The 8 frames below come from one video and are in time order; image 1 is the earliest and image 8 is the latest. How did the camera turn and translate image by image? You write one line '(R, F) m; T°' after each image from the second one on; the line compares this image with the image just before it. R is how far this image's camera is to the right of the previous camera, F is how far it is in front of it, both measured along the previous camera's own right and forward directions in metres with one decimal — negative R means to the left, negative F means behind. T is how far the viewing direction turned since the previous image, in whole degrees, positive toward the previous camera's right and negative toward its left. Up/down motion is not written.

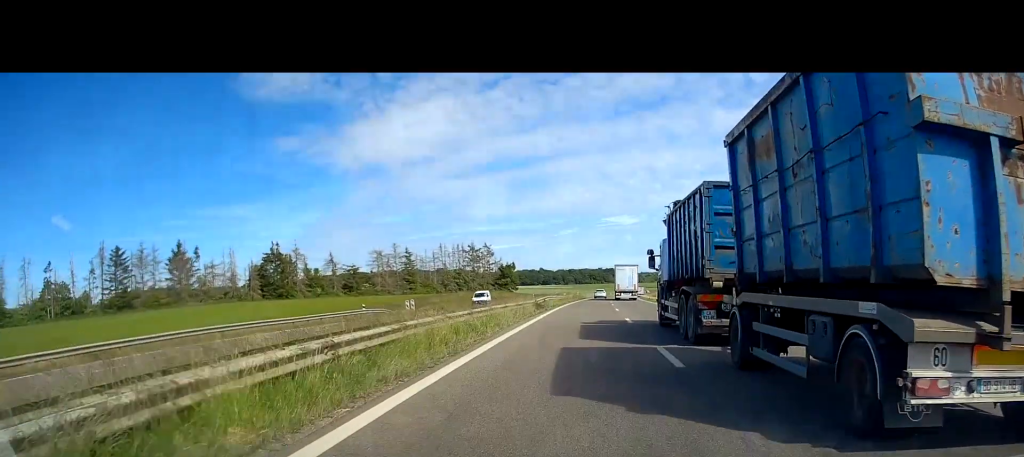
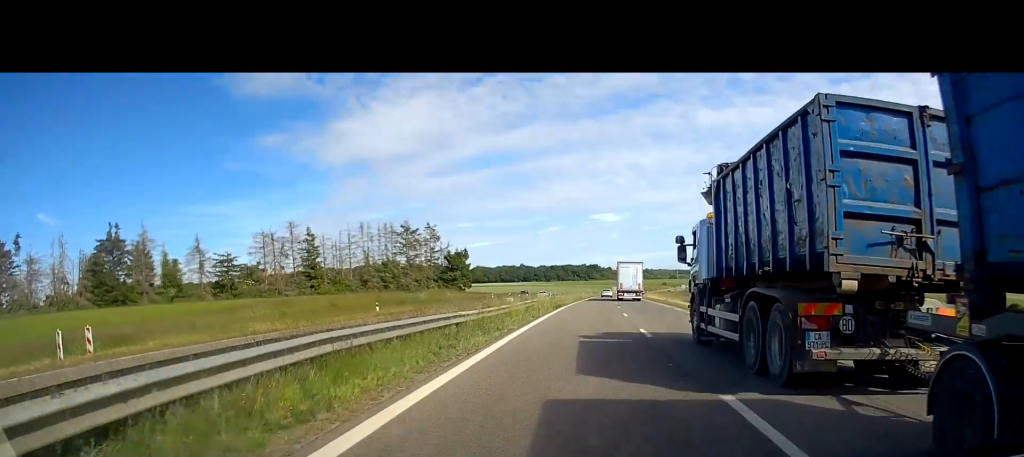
(+0.5, +45.0) m; +2°
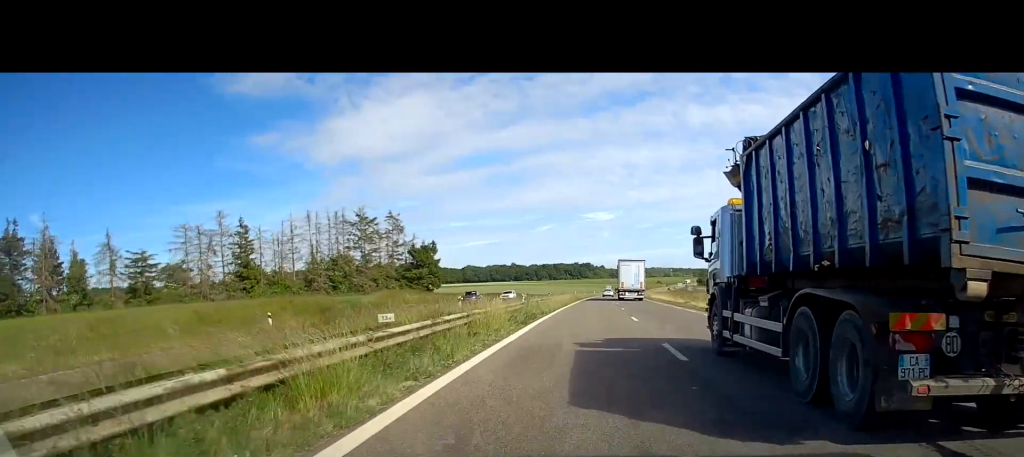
(+0.1, +18.5) m; +1°
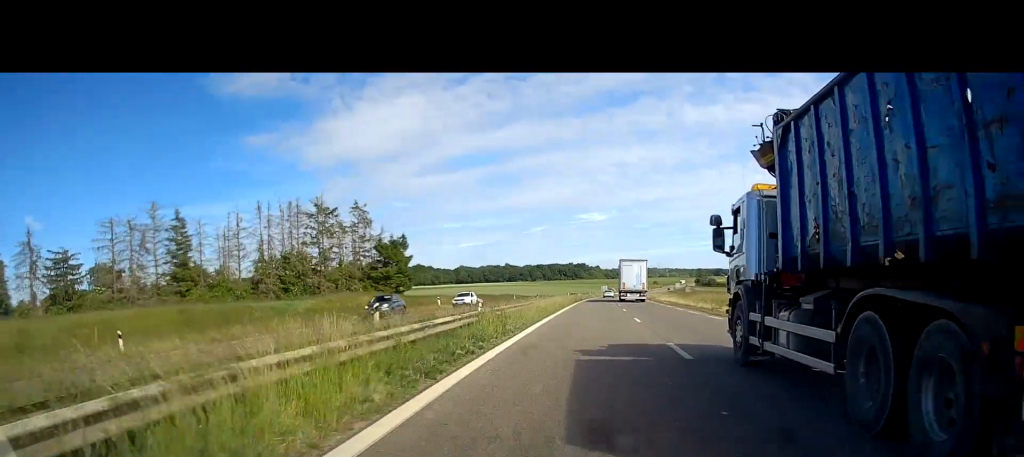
(+0.2, +13.1) m; 0°
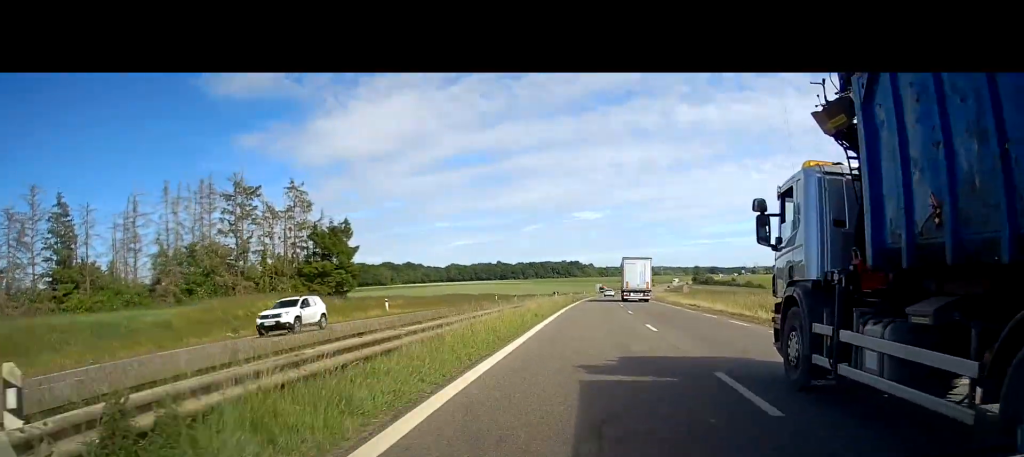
(+0.1, +17.7) m; +1°
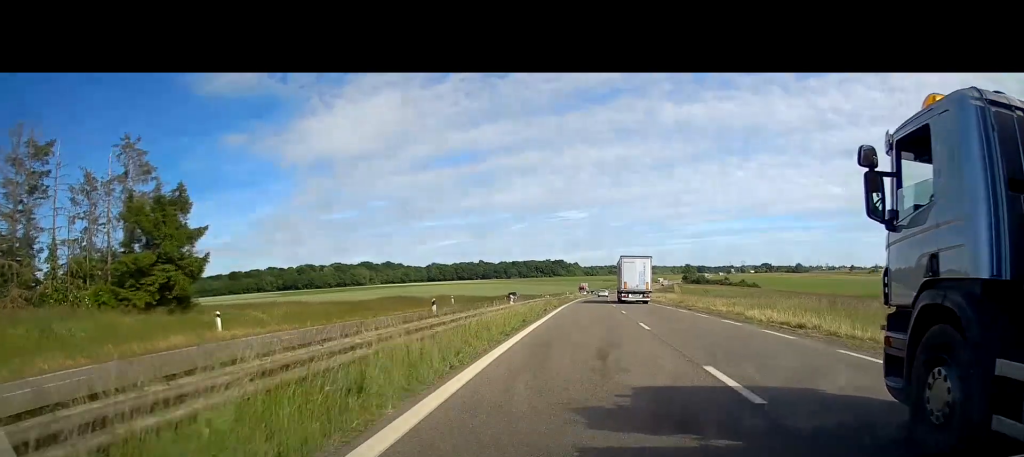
(+0.1, +25.3) m; 0°
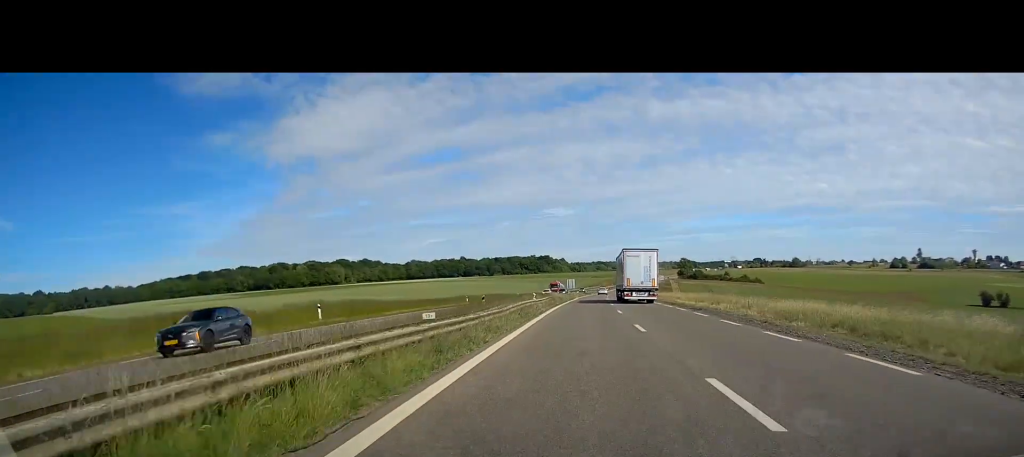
(+0.3, +39.6) m; +1°
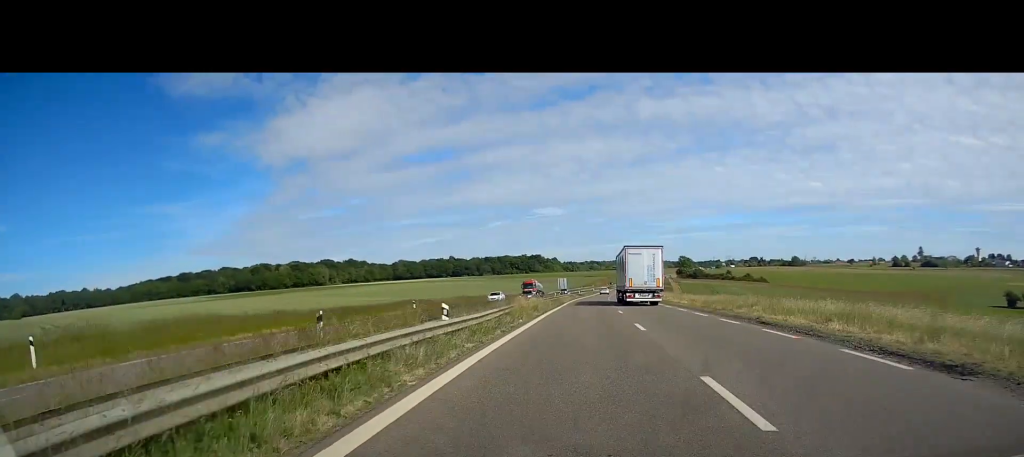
(+0.3, +25.5) m; +1°
